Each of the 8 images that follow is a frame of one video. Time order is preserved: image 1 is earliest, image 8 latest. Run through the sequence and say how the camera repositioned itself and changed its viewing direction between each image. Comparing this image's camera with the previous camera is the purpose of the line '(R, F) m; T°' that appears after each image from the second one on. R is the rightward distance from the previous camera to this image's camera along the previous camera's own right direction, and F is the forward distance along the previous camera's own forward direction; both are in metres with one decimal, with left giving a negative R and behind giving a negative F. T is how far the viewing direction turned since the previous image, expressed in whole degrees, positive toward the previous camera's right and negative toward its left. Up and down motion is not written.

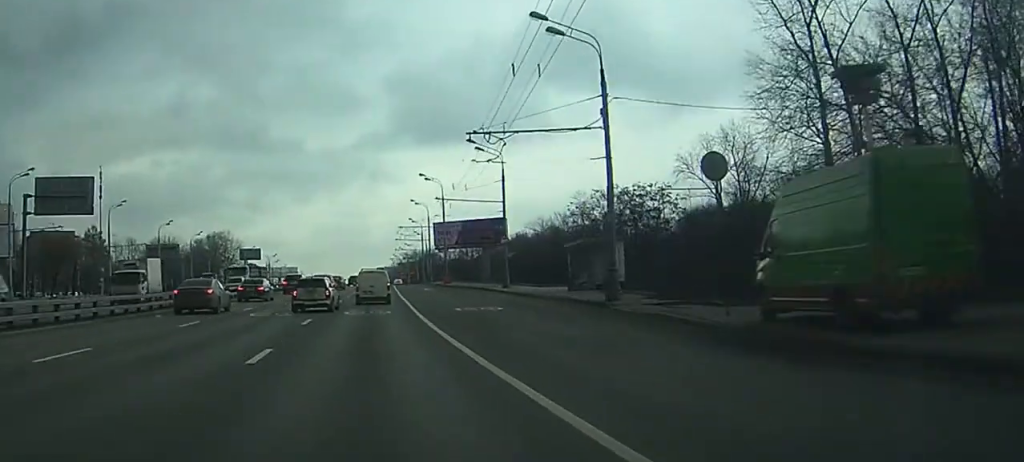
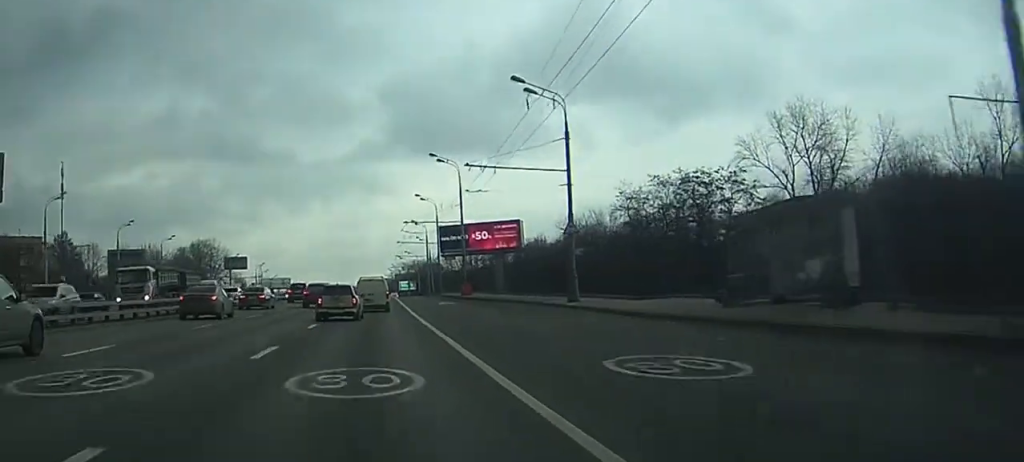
(+0.1, +20.8) m; +1°
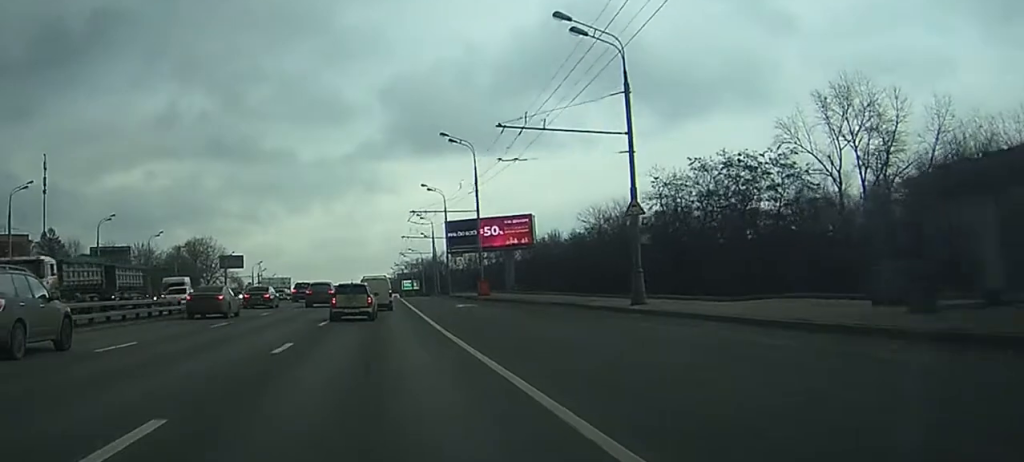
(0.0, +11.0) m; 0°
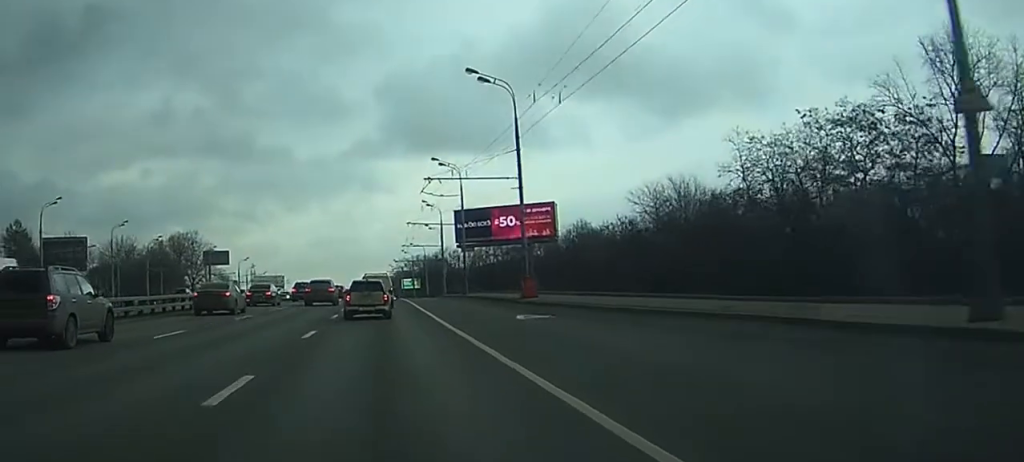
(+0.1, +23.1) m; 0°
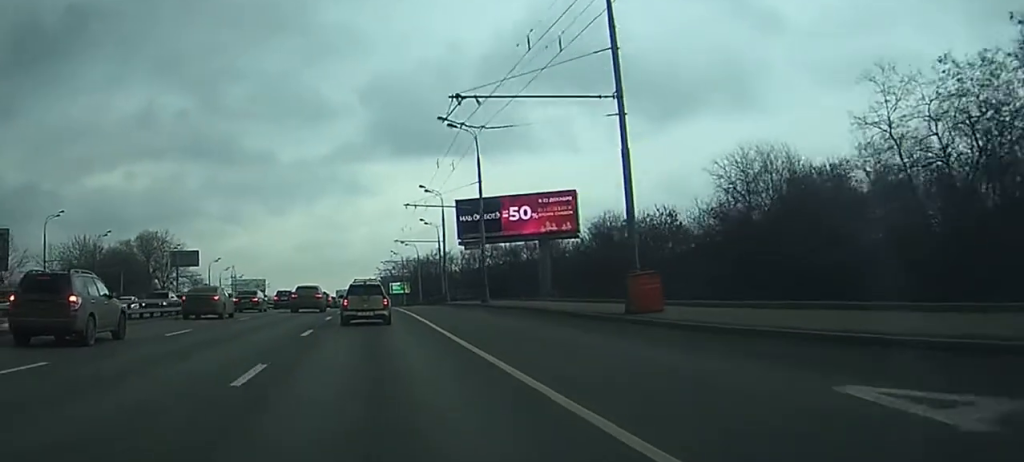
(+0.1, +24.4) m; 0°
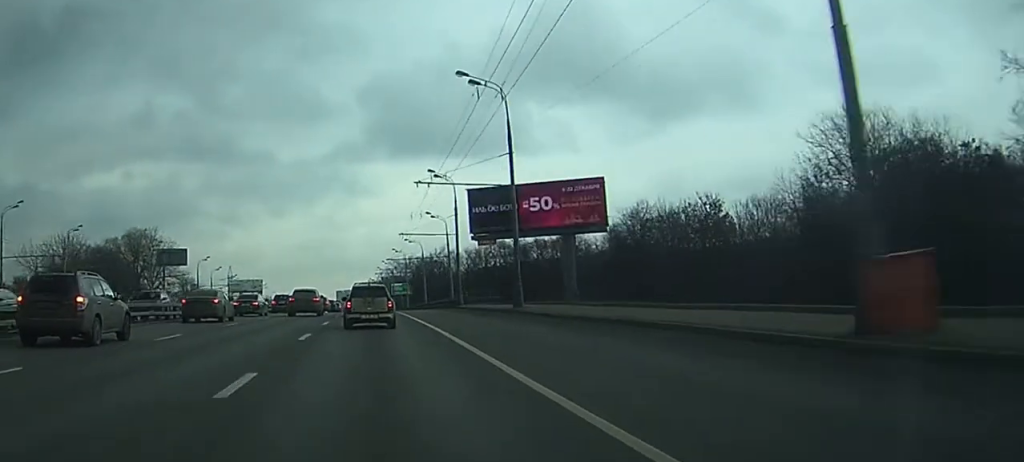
(0.0, +14.0) m; 0°
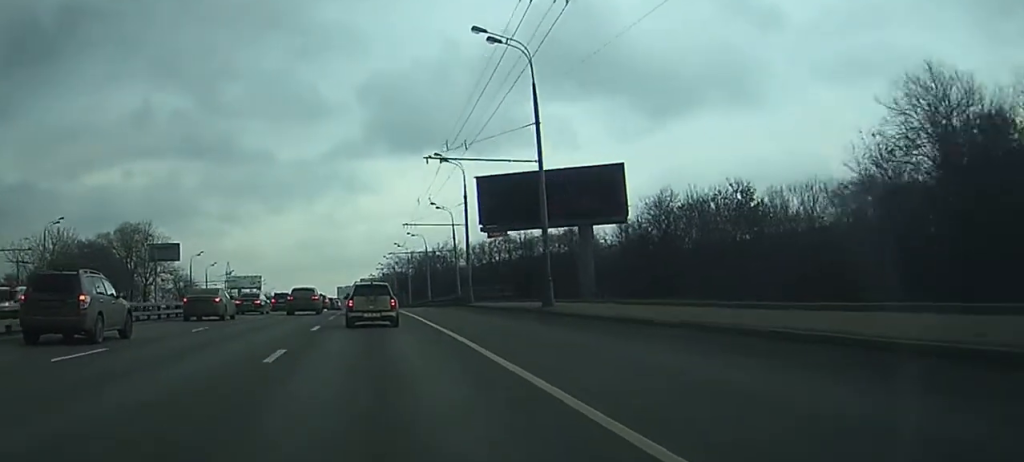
(0.0, +8.0) m; 0°
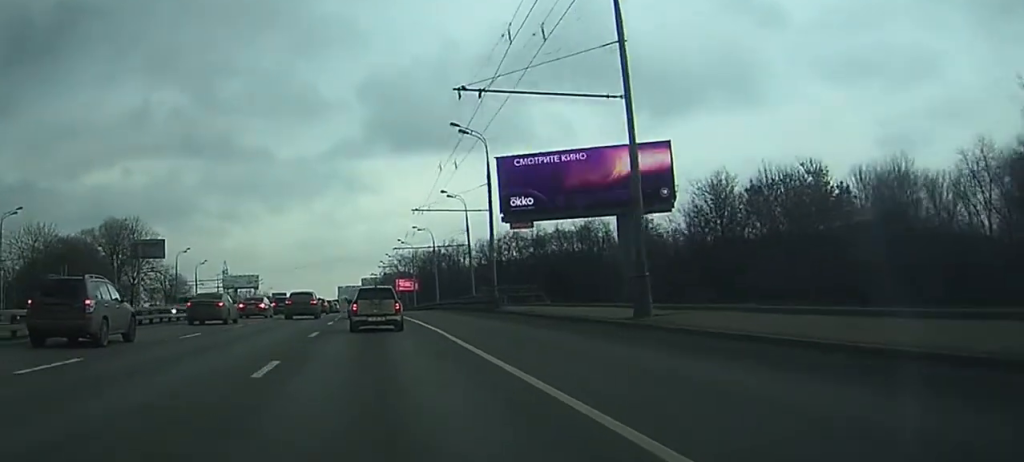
(0.0, +14.1) m; 0°
